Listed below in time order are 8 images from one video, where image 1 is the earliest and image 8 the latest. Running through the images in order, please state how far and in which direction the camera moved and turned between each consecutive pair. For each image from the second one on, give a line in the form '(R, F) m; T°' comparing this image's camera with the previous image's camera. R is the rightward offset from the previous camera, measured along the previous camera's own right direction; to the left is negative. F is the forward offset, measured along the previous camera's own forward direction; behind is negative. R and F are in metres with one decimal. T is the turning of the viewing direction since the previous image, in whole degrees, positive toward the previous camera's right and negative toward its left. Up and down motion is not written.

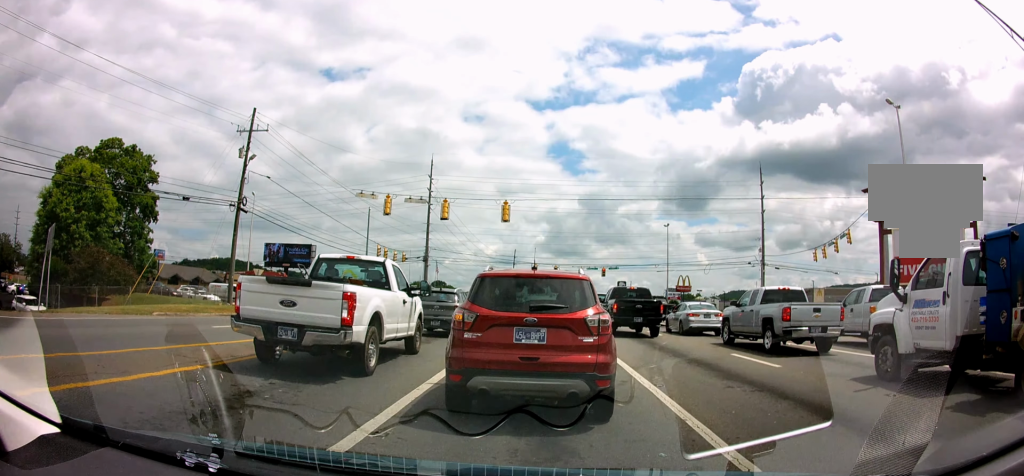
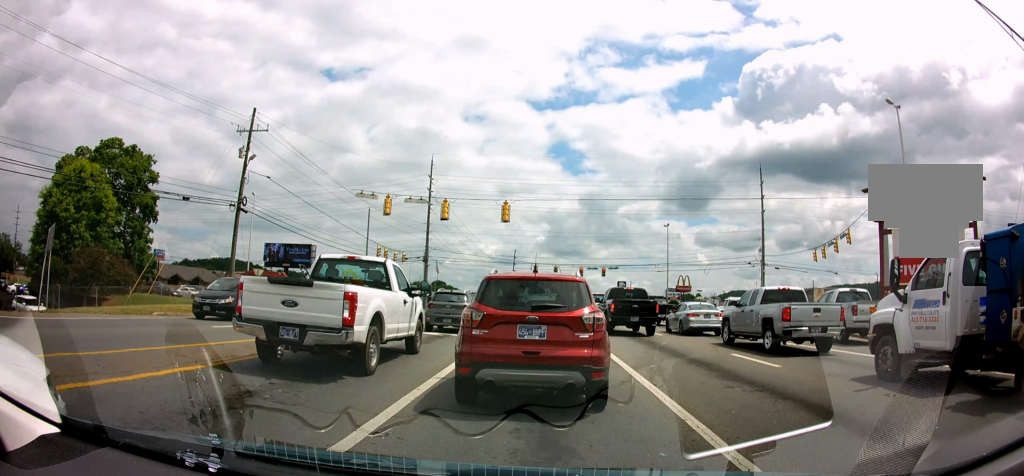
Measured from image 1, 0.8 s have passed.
(0.0, 0.0) m; 0°
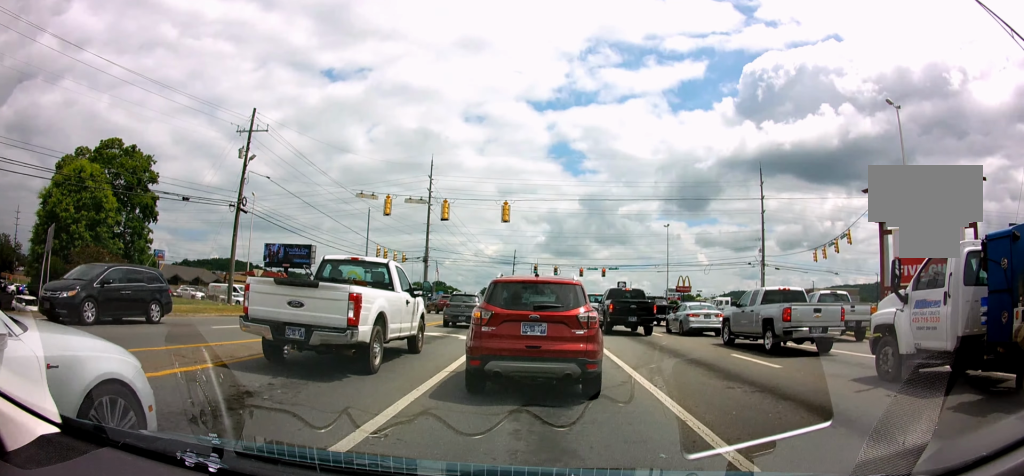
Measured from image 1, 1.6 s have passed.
(0.0, 0.0) m; 0°
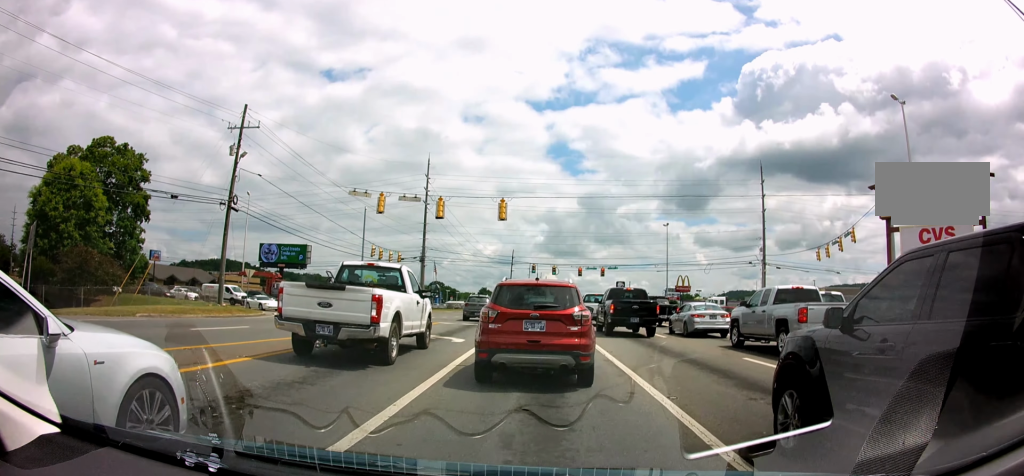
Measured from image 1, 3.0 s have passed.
(0.0, 0.0) m; 0°
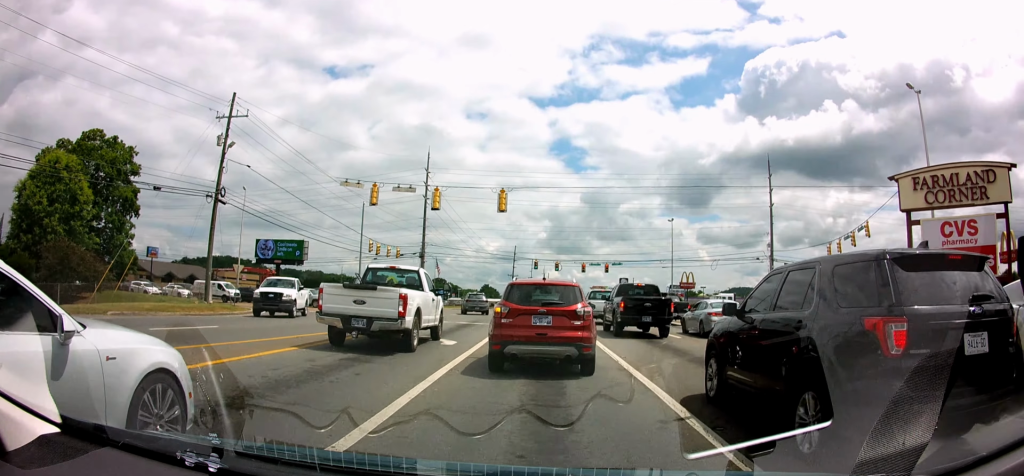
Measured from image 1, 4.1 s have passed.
(0.0, +0.2) m; 0°
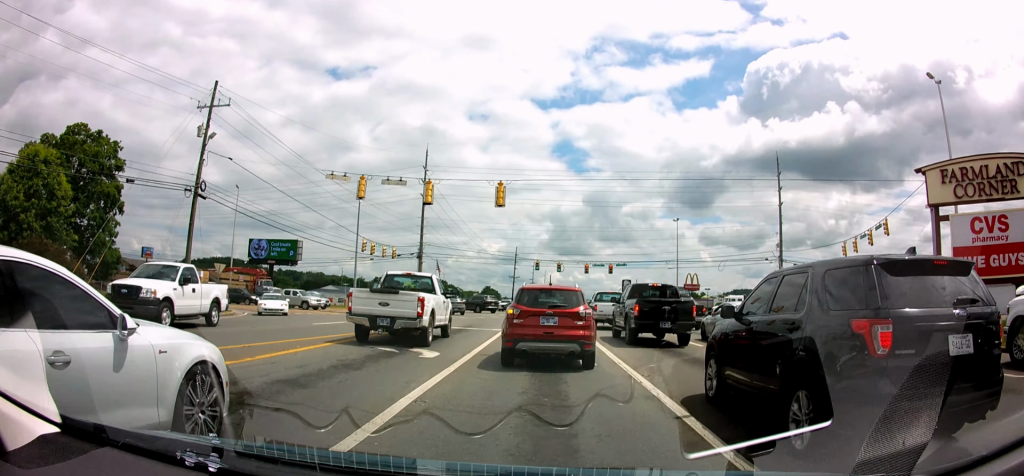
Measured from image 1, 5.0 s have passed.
(0.0, +1.3) m; 0°
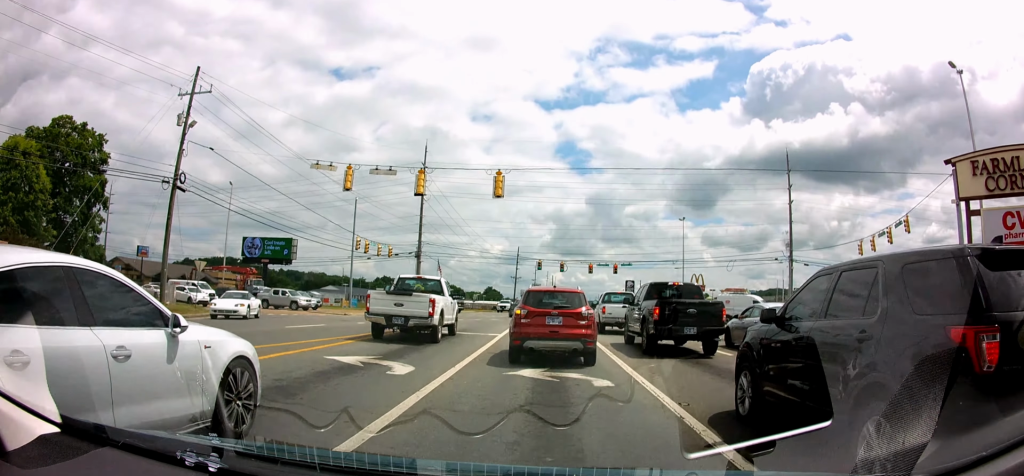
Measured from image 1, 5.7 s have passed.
(0.0, +2.1) m; 0°
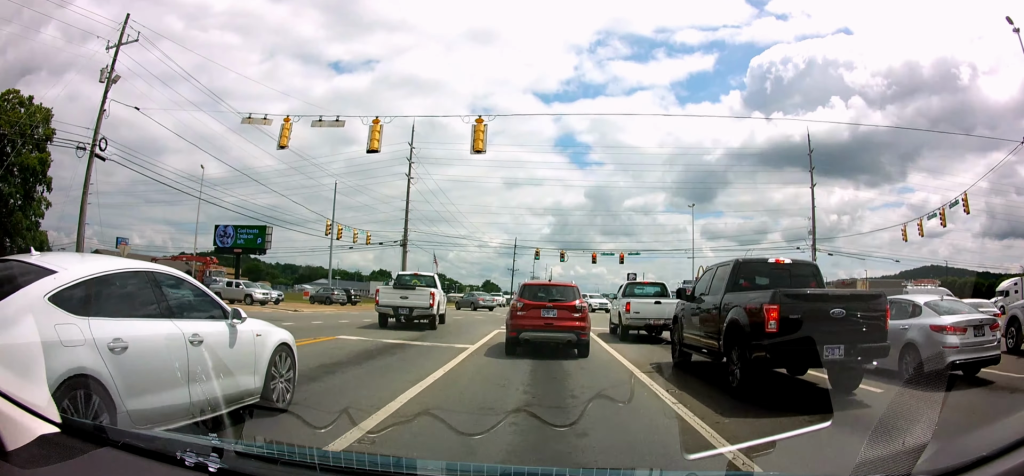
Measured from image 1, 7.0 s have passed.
(-0.1, +5.9) m; -4°
